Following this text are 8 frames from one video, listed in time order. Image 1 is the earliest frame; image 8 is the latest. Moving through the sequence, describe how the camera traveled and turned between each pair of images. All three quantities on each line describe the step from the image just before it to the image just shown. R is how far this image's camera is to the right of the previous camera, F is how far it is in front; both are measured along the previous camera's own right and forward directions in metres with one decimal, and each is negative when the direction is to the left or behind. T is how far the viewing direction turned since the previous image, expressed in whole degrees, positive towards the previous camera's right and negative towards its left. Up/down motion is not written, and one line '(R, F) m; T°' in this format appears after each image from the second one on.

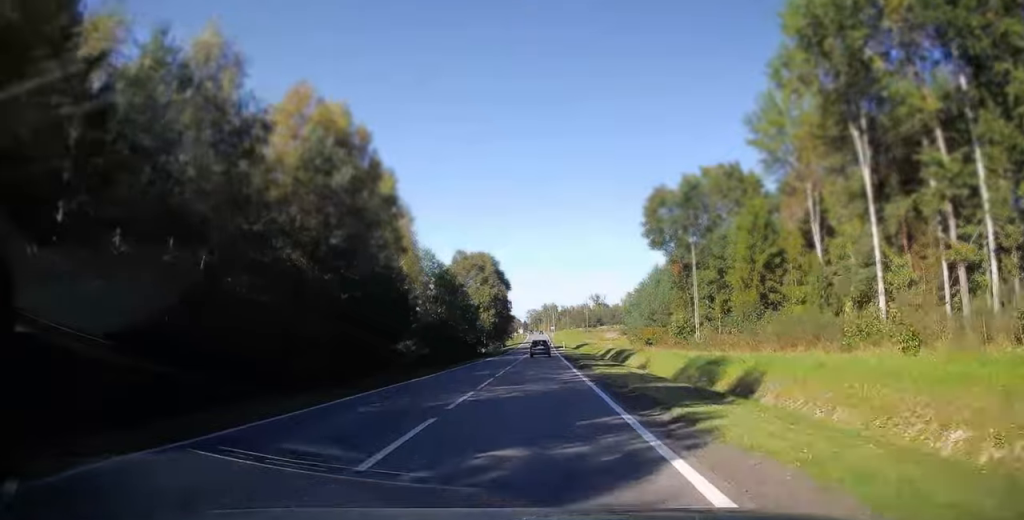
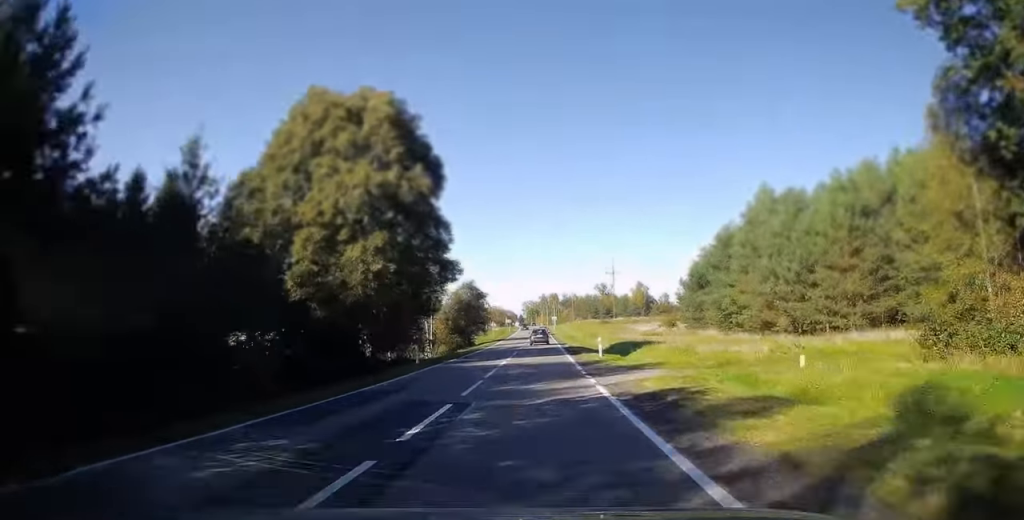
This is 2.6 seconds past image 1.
(+0.1, +61.1) m; 0°
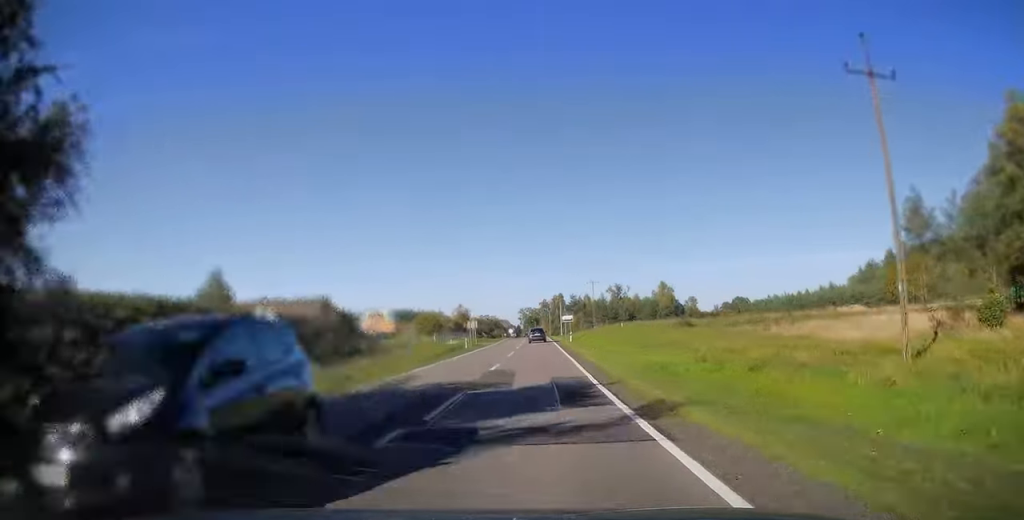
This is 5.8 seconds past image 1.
(-0.3, +73.0) m; 0°
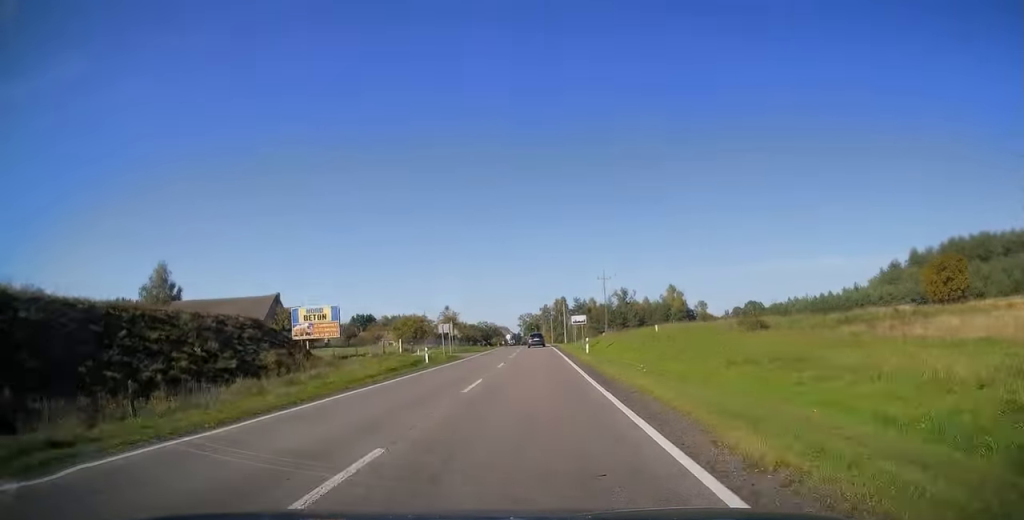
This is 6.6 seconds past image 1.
(0.0, +19.1) m; 0°
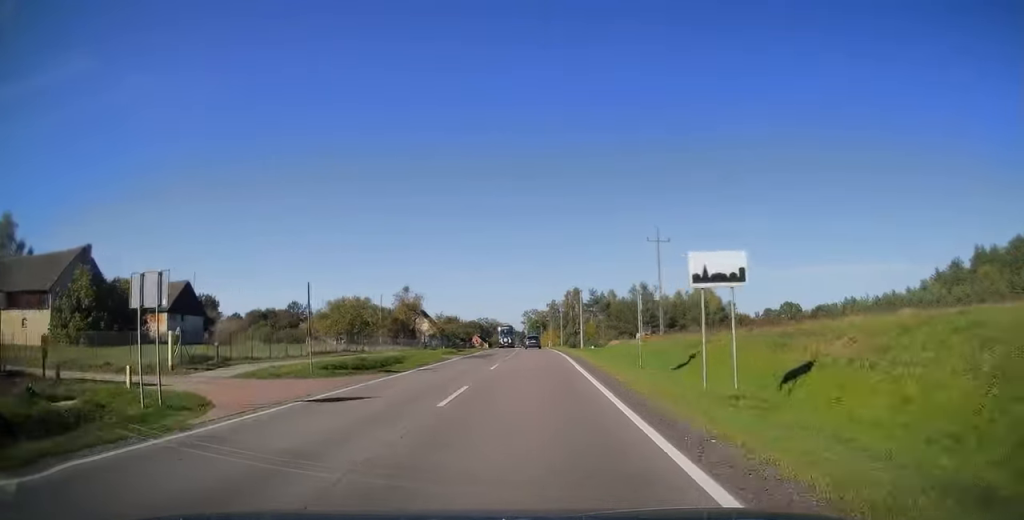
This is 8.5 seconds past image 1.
(0.0, +39.0) m; 0°
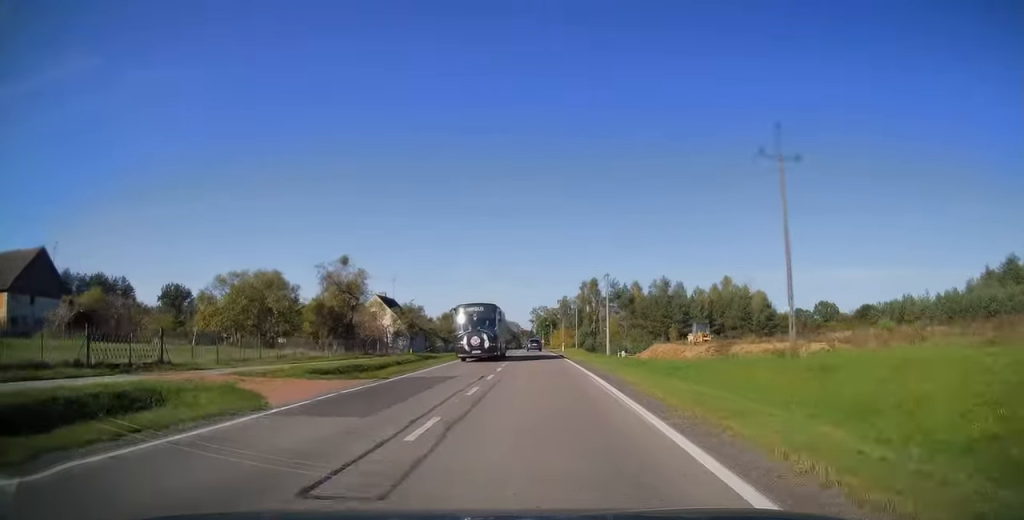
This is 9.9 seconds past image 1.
(-0.2, +27.8) m; -1°
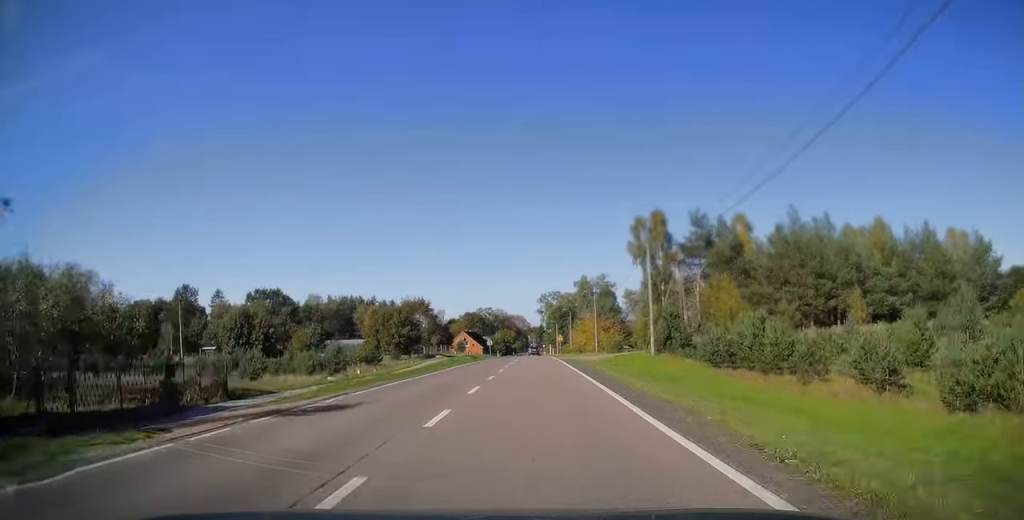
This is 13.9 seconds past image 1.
(-1.1, +71.7) m; -1°
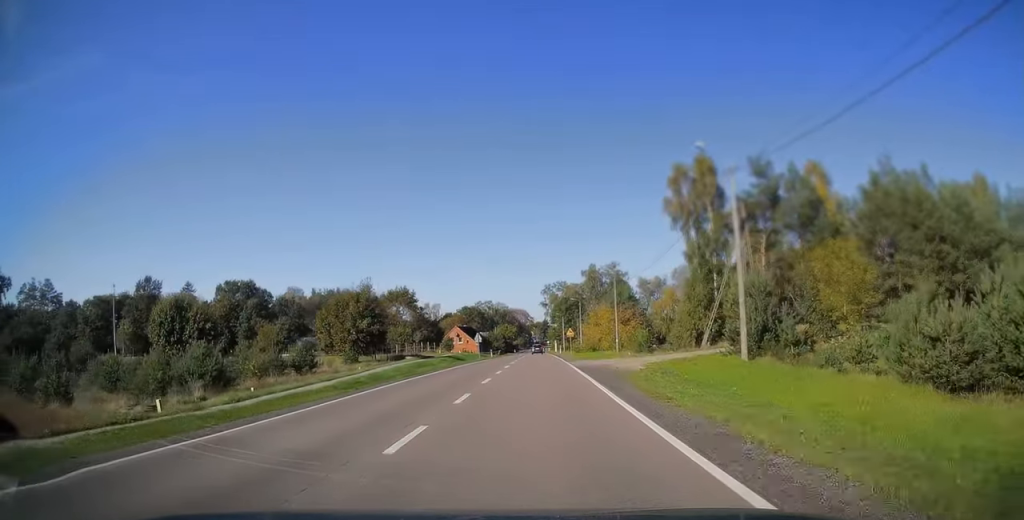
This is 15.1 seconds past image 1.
(0.0, +20.1) m; 0°
